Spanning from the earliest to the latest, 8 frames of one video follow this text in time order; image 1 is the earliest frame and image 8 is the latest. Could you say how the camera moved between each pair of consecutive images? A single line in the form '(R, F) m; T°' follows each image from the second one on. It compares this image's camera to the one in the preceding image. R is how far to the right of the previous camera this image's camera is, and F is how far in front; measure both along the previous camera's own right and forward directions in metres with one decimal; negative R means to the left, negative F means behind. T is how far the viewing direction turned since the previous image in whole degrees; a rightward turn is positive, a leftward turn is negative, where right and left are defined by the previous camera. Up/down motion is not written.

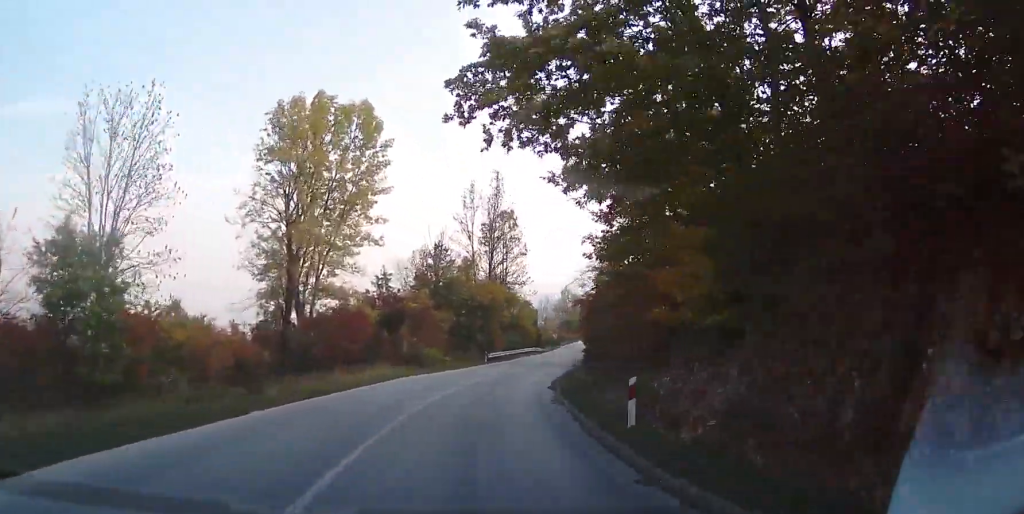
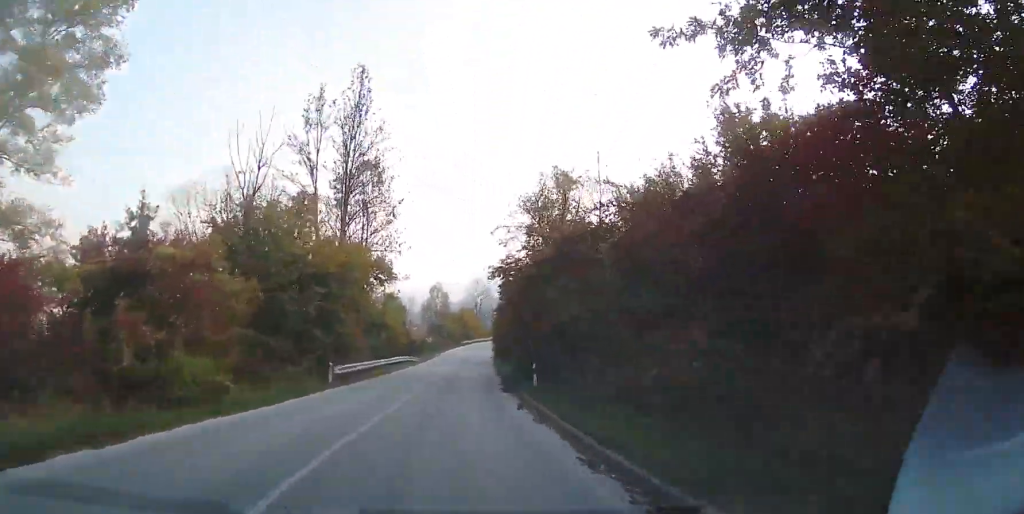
(+1.9, +22.6) m; +11°
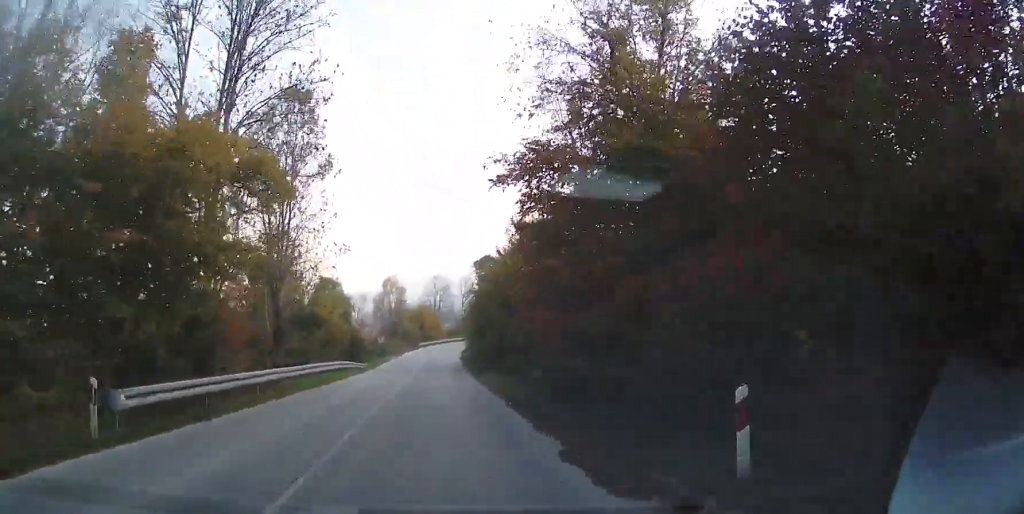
(+1.1, +16.0) m; +4°
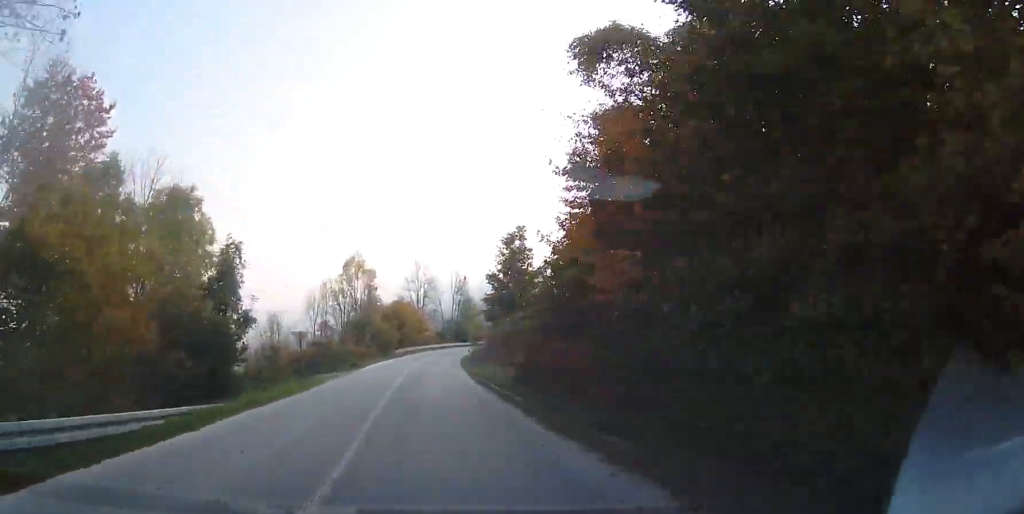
(+0.9, +31.2) m; +2°
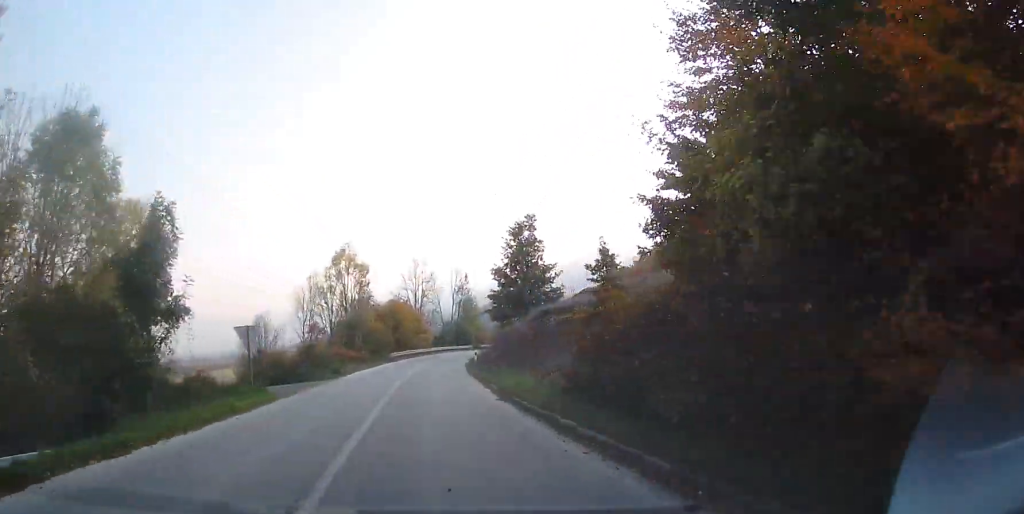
(+0.2, +7.8) m; 0°
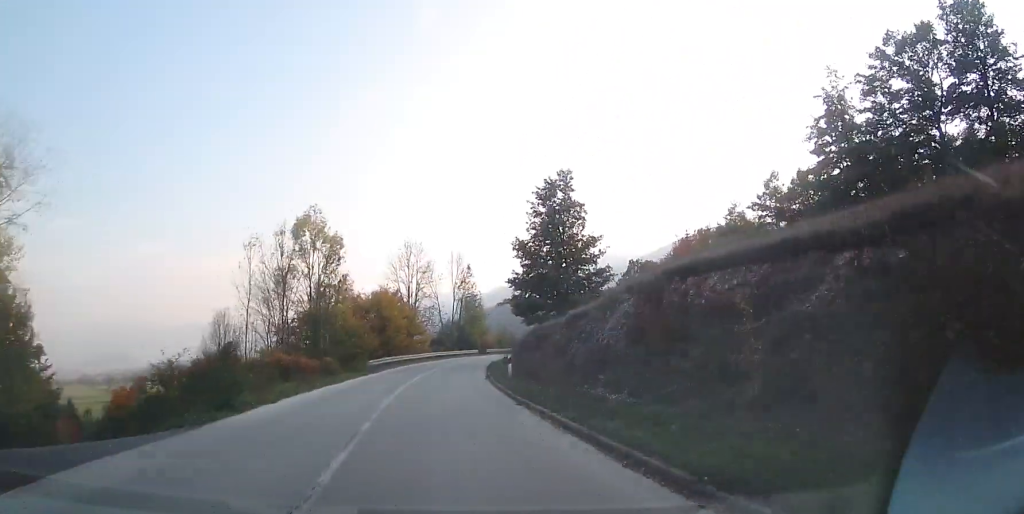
(-0.4, +18.5) m; +1°
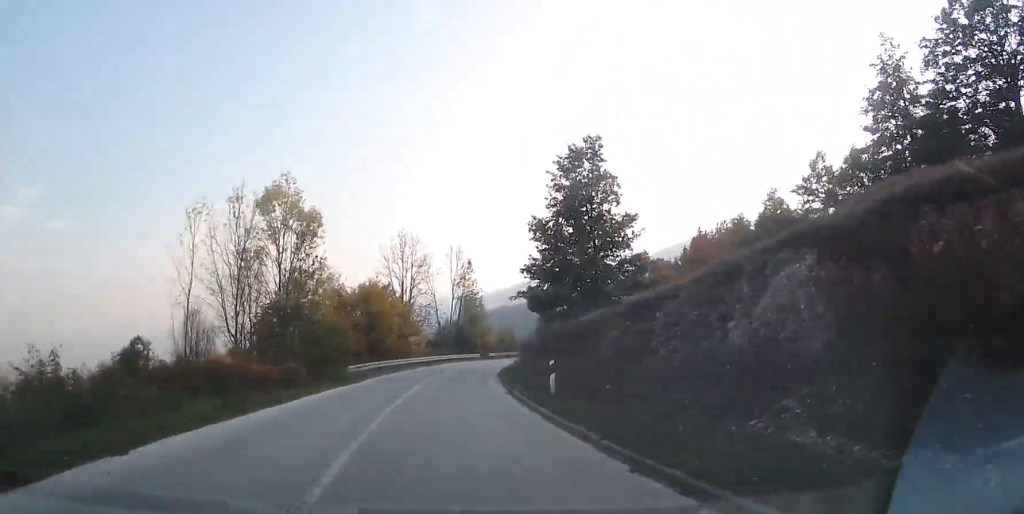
(+0.4, +8.9) m; +1°
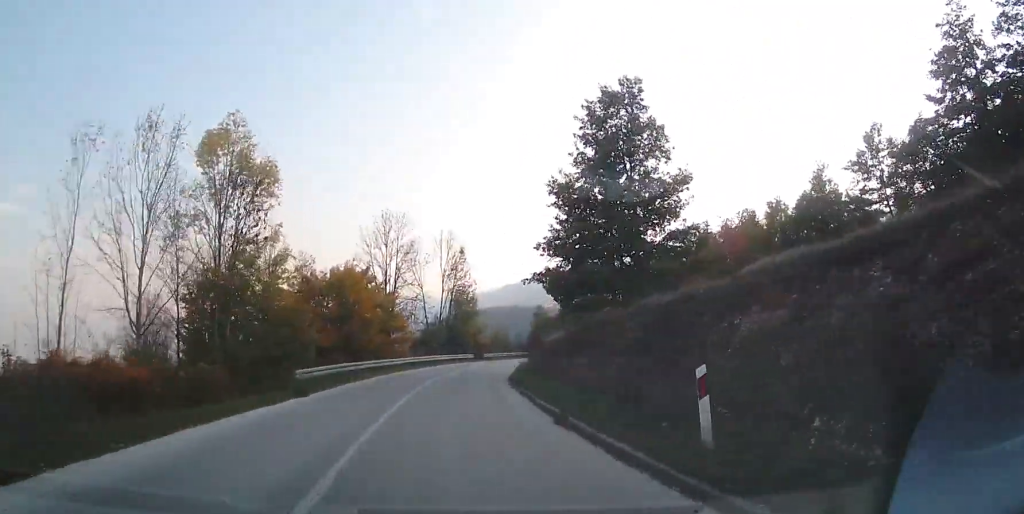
(+0.2, +9.5) m; +1°
